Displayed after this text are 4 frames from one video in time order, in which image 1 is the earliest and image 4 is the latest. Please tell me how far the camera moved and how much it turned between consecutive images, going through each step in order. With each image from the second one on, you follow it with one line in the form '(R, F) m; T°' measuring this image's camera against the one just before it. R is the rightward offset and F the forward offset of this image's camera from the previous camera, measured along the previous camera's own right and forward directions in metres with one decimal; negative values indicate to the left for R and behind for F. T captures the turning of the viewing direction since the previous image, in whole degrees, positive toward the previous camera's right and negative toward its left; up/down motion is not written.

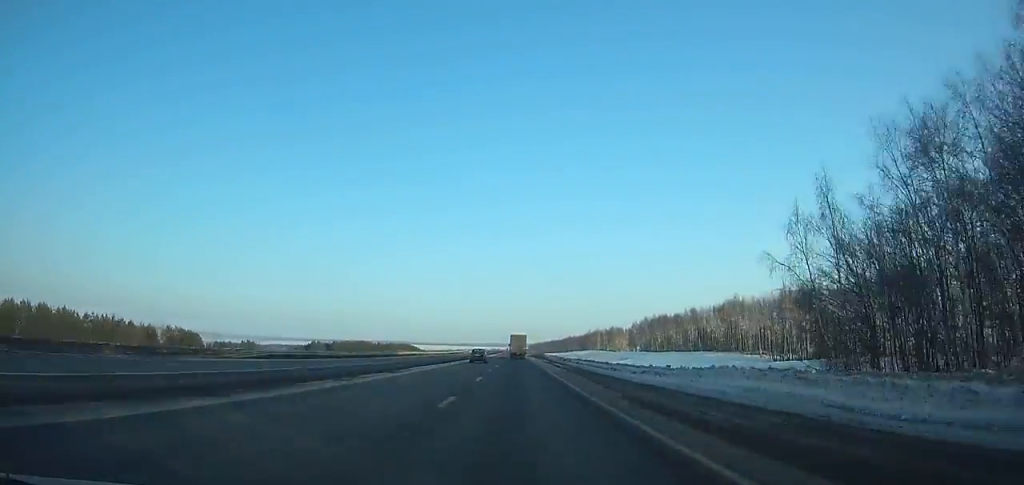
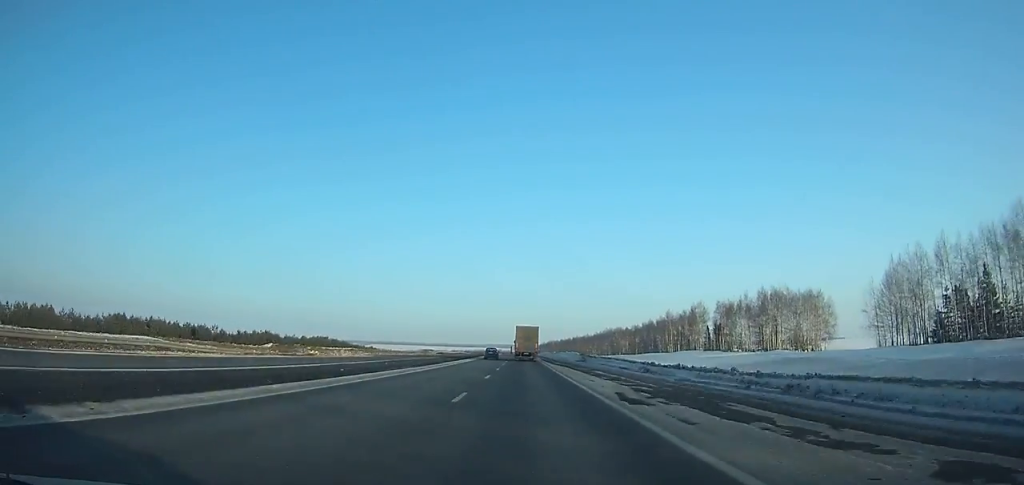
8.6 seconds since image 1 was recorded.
(-0.9, +224.0) m; -1°
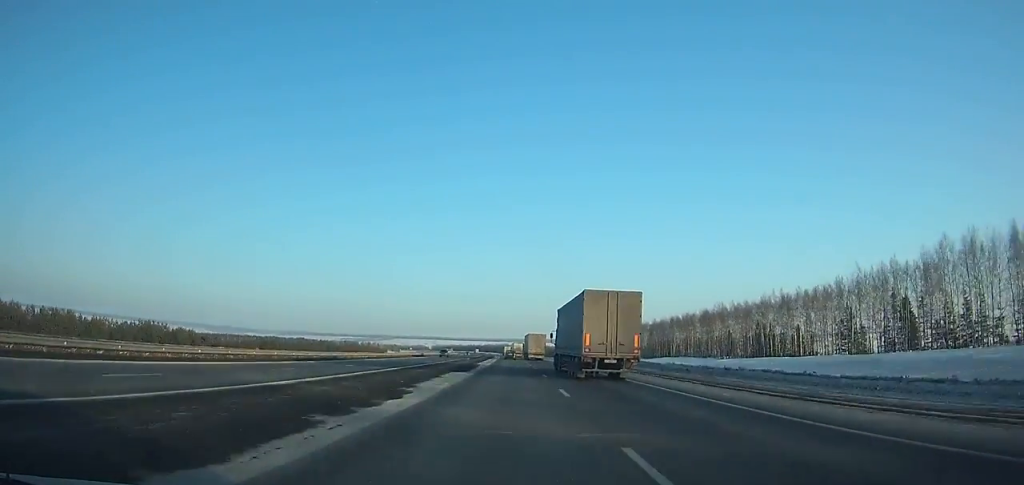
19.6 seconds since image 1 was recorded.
(-5.1, +288.5) m; -3°
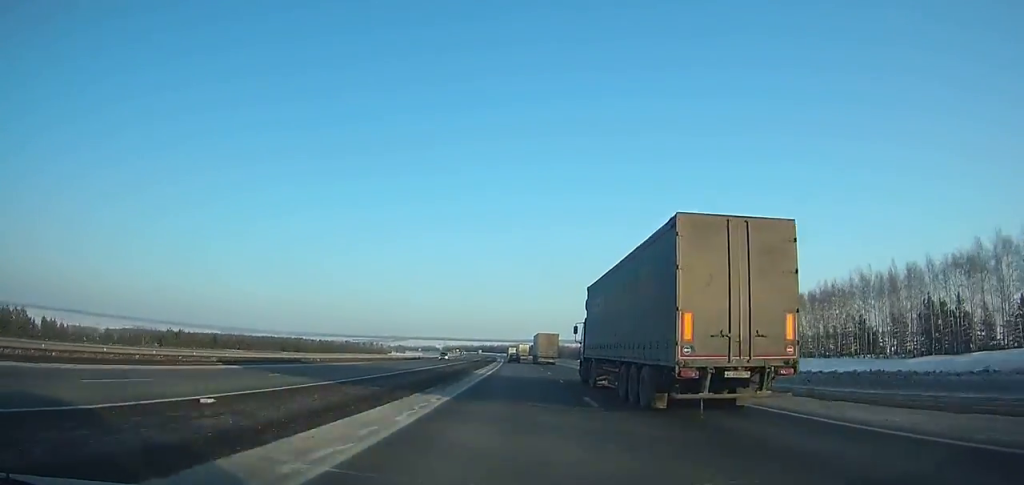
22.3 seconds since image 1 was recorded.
(-0.8, +74.0) m; -1°
